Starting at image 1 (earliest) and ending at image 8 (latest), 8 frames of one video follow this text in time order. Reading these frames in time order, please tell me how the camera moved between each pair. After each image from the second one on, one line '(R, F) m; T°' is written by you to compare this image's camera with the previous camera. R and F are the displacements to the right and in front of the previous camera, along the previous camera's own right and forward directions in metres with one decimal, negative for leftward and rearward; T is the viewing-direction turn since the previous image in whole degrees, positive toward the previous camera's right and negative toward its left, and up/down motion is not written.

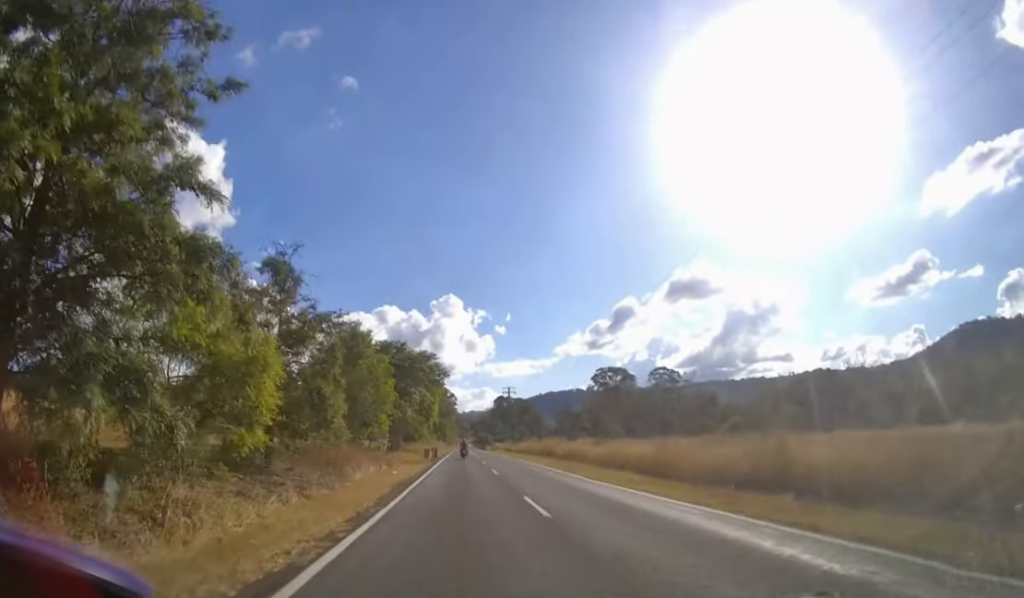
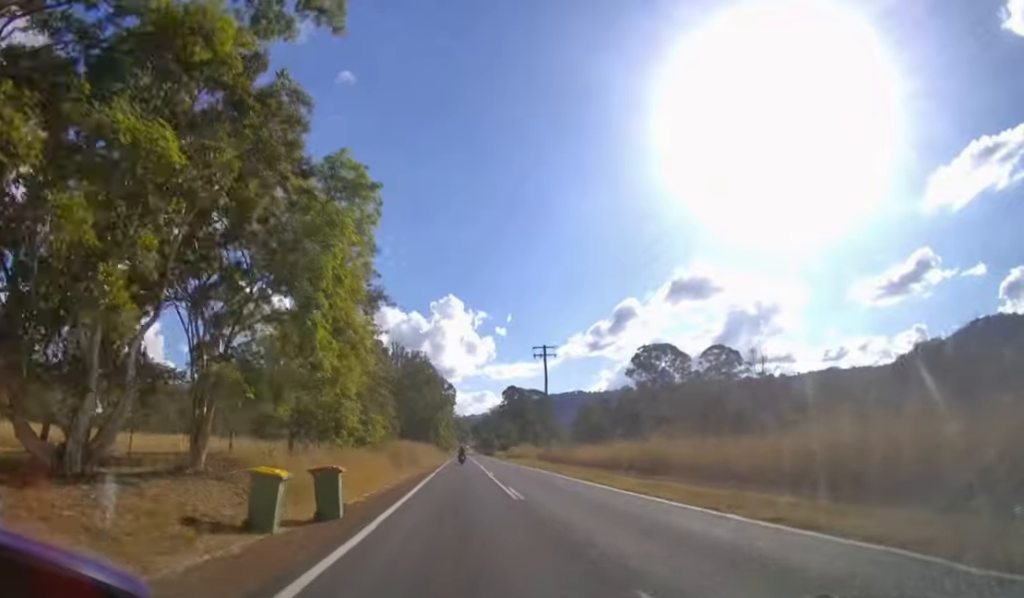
(0.0, +36.2) m; 0°
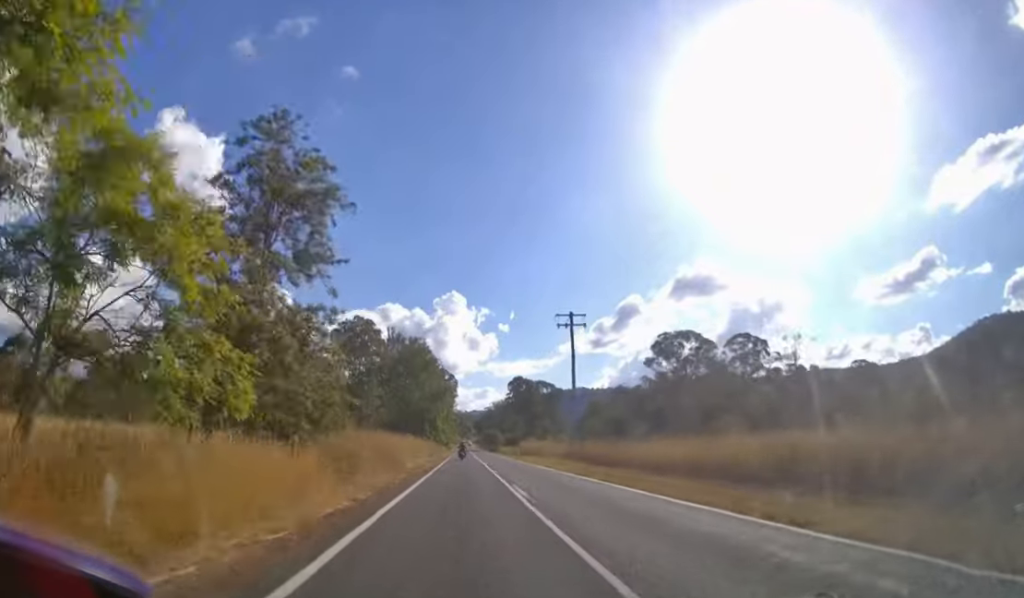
(0.0, +11.7) m; 0°
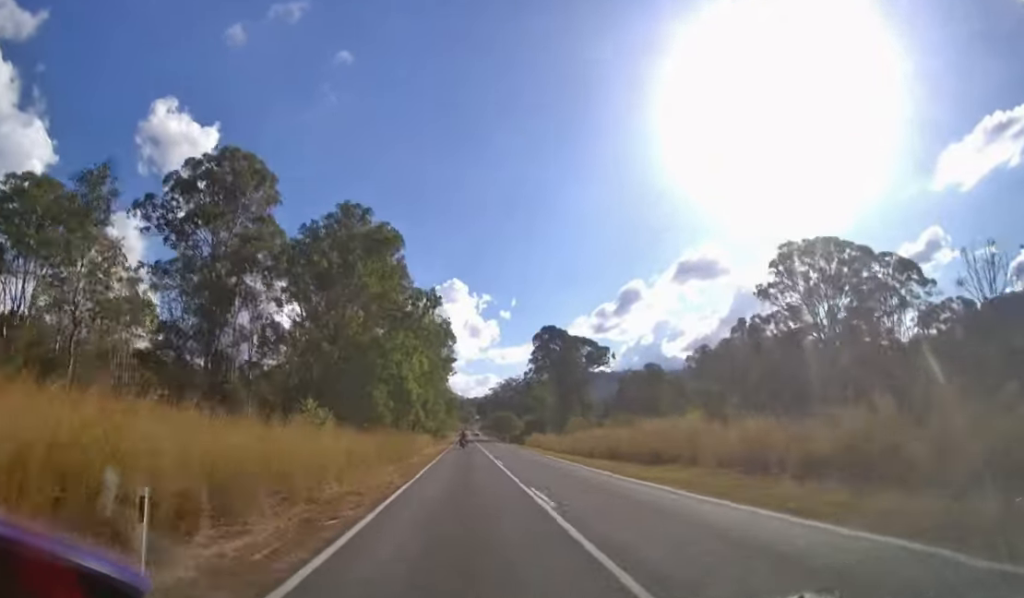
(+0.1, +48.0) m; 0°
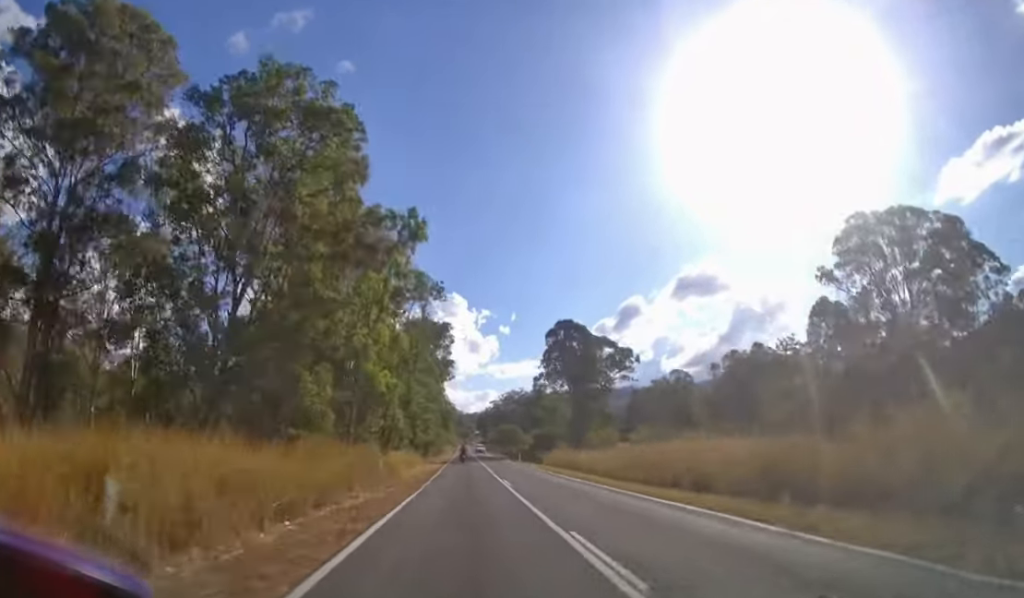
(0.0, +16.5) m; 0°
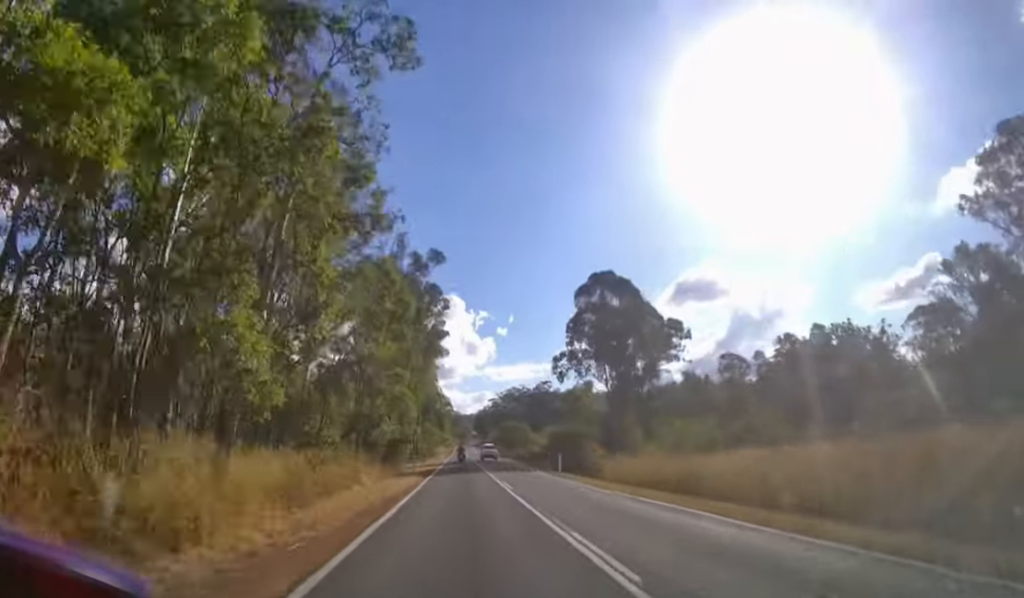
(0.0, +23.2) m; 0°
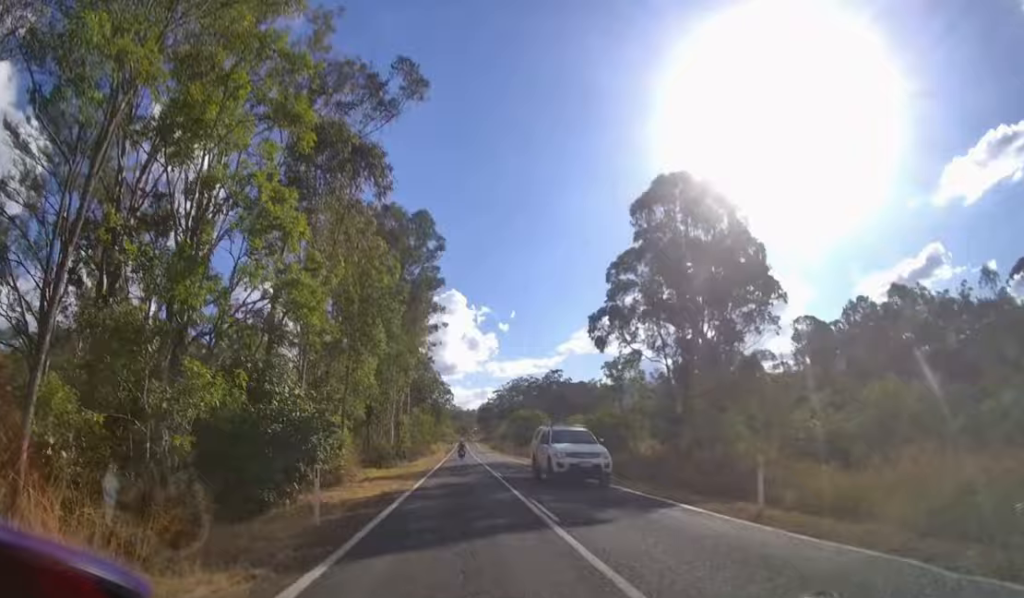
(0.0, +21.6) m; 0°
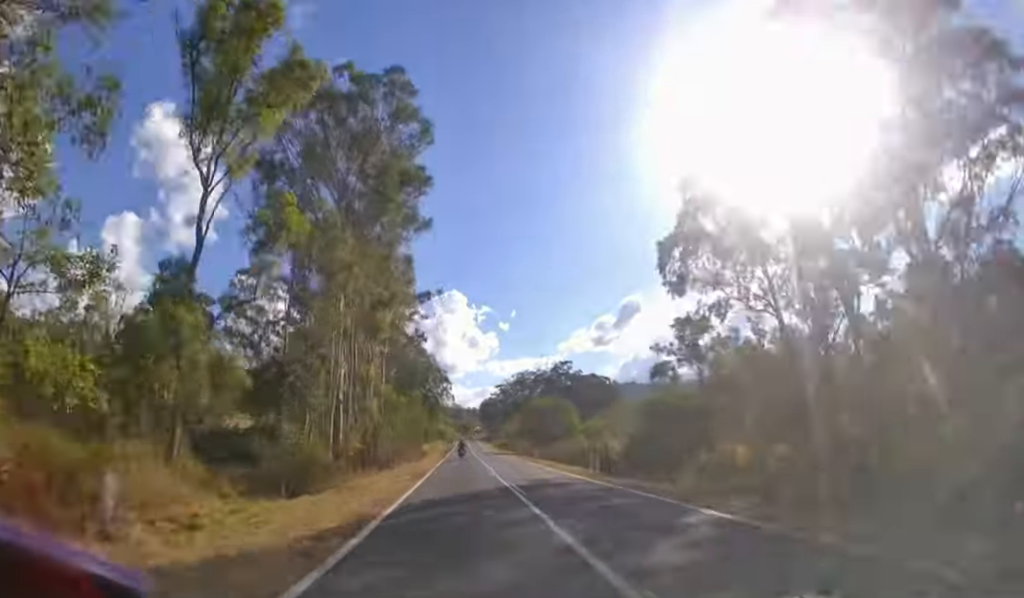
(0.0, +21.9) m; 0°
